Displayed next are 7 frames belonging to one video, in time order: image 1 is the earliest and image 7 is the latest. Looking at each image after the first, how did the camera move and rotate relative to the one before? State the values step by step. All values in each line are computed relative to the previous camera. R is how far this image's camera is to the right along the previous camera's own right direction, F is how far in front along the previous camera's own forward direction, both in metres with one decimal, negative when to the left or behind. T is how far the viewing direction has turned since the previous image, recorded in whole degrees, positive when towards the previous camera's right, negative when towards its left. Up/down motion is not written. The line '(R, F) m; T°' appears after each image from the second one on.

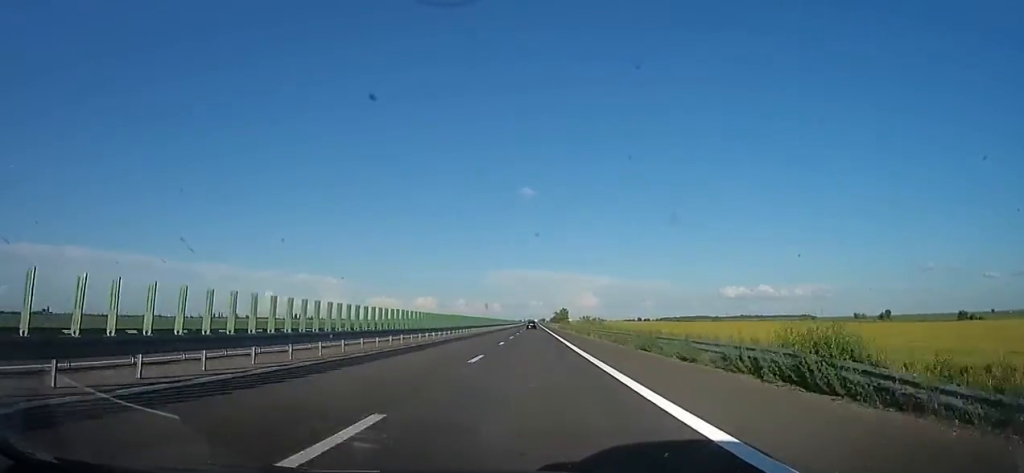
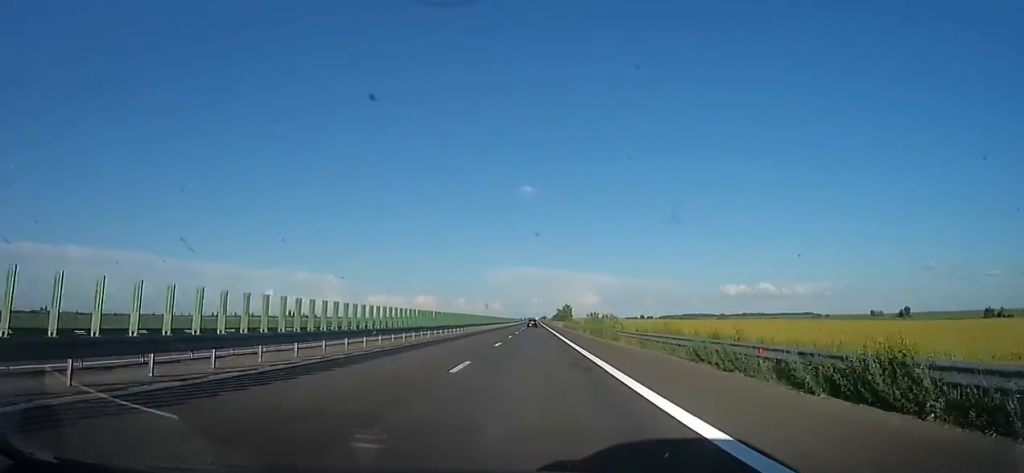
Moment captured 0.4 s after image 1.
(-0.3, +15.5) m; +1°
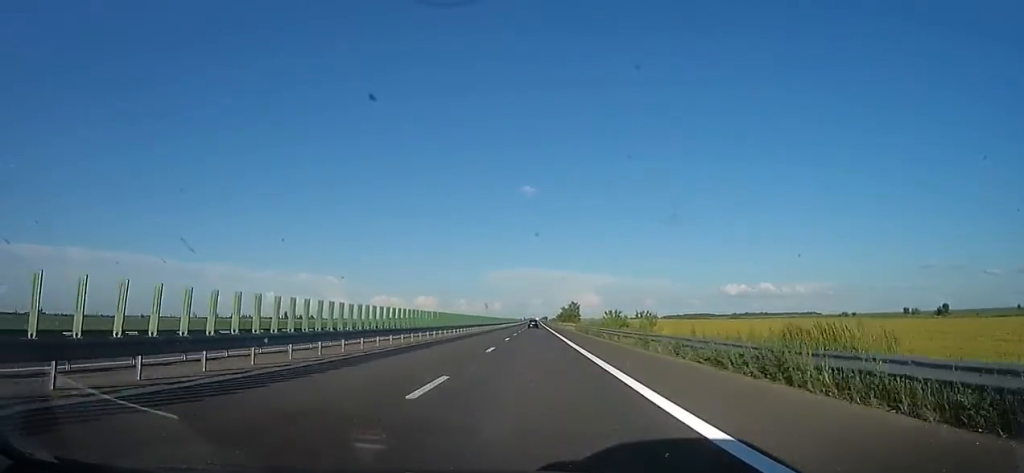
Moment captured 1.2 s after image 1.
(+1.0, +28.1) m; 0°
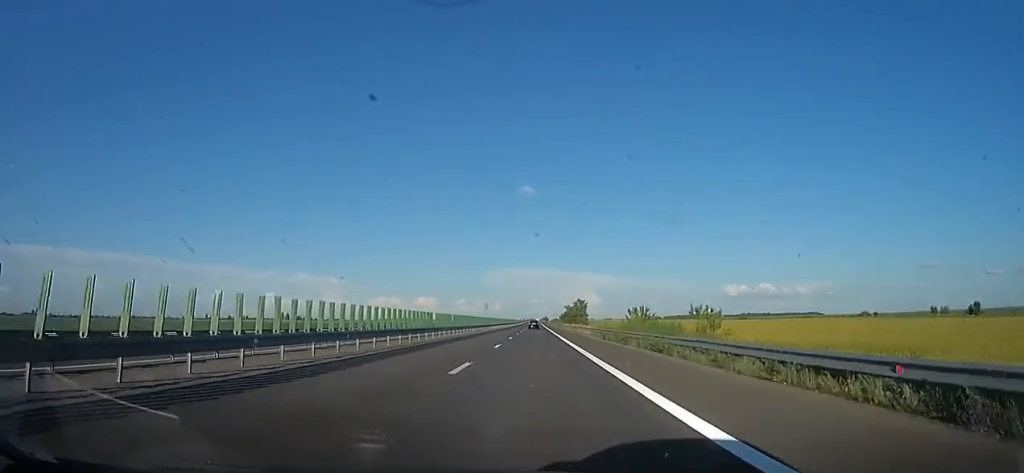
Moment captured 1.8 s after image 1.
(0.0, +20.4) m; 0°
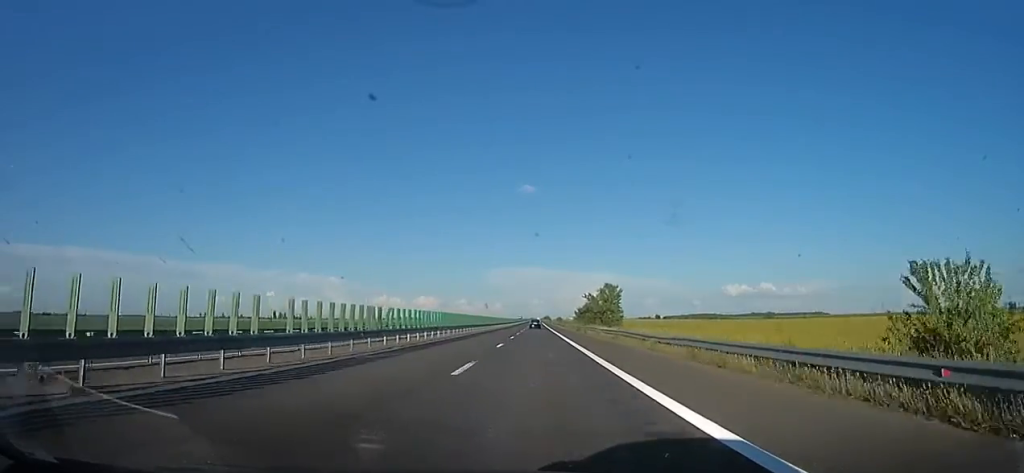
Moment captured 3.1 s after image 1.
(-0.1, +48.8) m; 0°
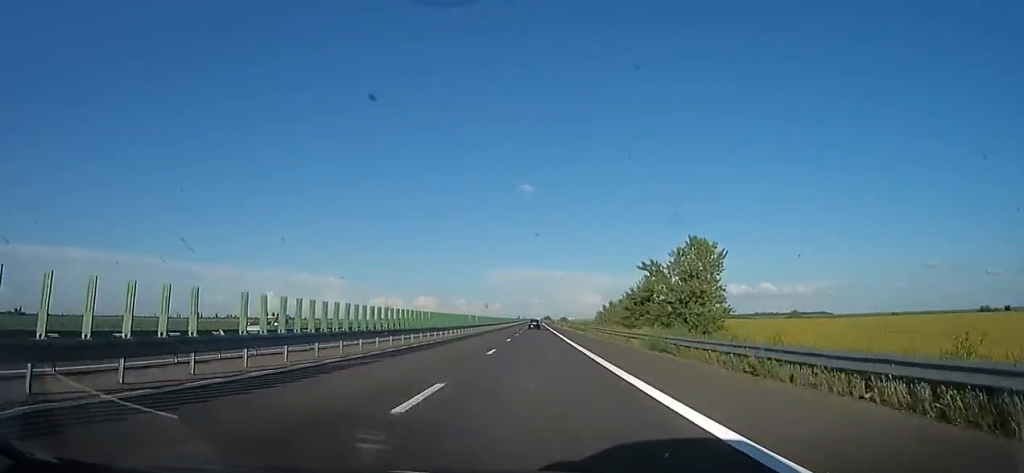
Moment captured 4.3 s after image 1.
(-0.6, +40.9) m; -2°
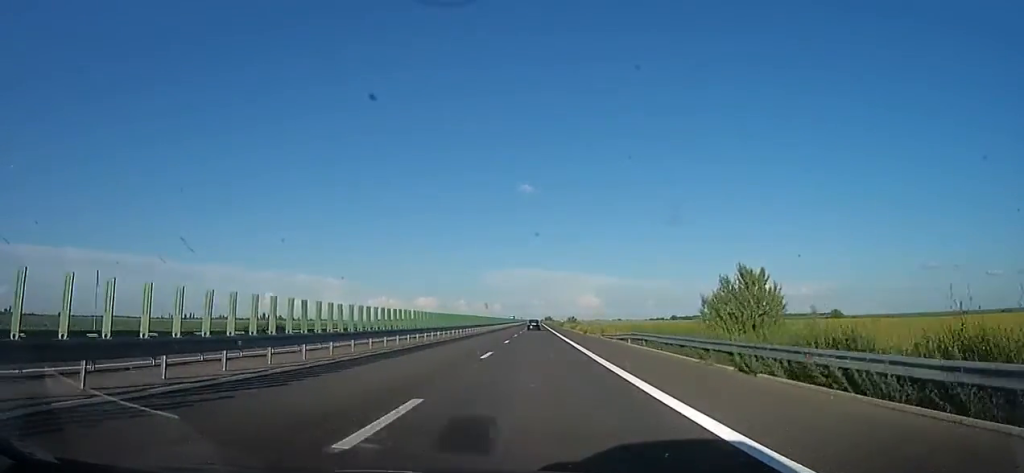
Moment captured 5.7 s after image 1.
(0.0, +50.7) m; +2°
